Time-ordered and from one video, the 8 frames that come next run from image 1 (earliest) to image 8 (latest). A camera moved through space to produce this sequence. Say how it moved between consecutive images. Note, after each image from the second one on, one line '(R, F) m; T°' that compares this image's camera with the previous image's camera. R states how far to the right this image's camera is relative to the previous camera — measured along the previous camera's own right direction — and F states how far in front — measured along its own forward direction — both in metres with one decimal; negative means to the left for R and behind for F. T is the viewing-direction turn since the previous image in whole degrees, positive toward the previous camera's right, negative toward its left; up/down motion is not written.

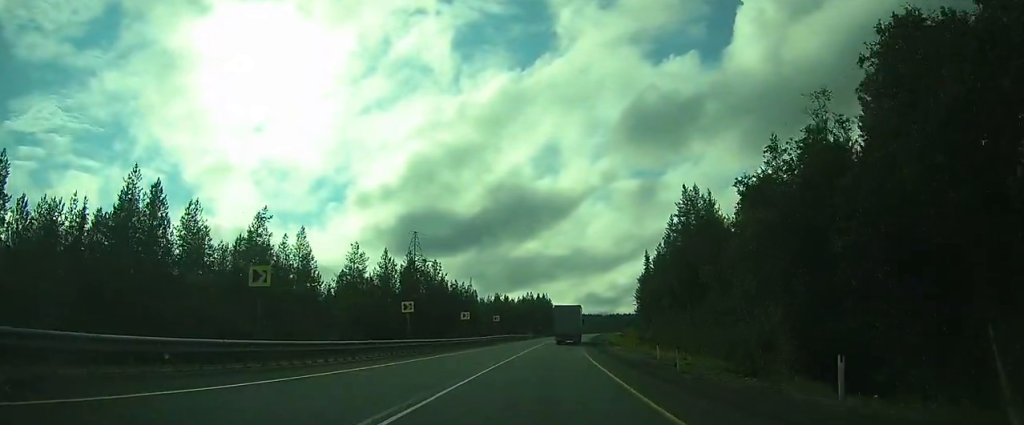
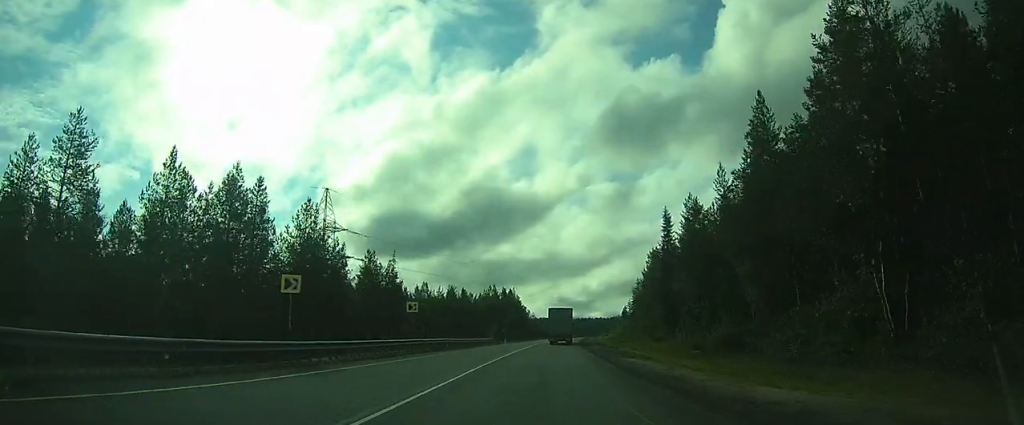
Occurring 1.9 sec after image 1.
(+1.7, +34.0) m; +4°
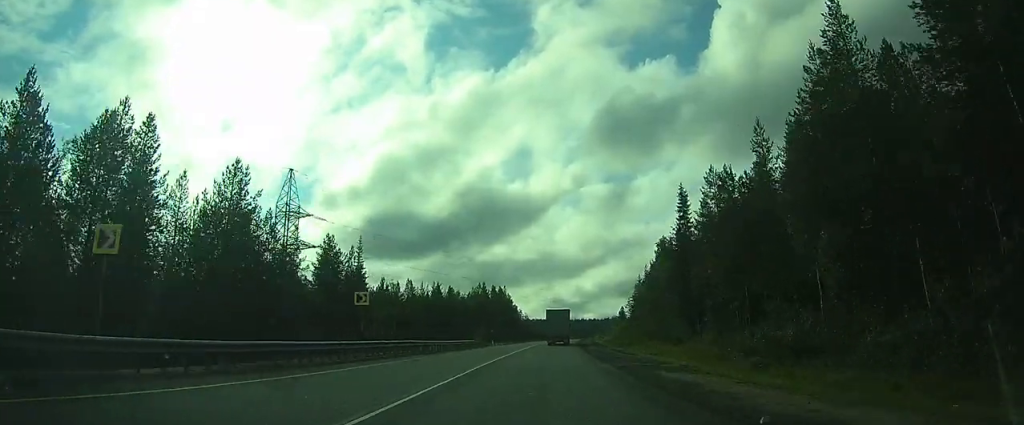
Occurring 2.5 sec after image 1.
(0.0, +10.7) m; 0°
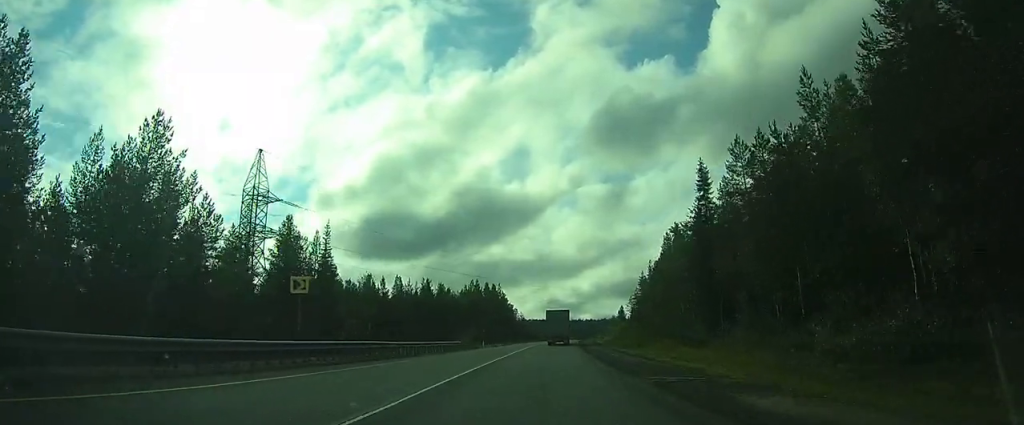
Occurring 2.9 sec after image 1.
(0.0, +8.4) m; 0°
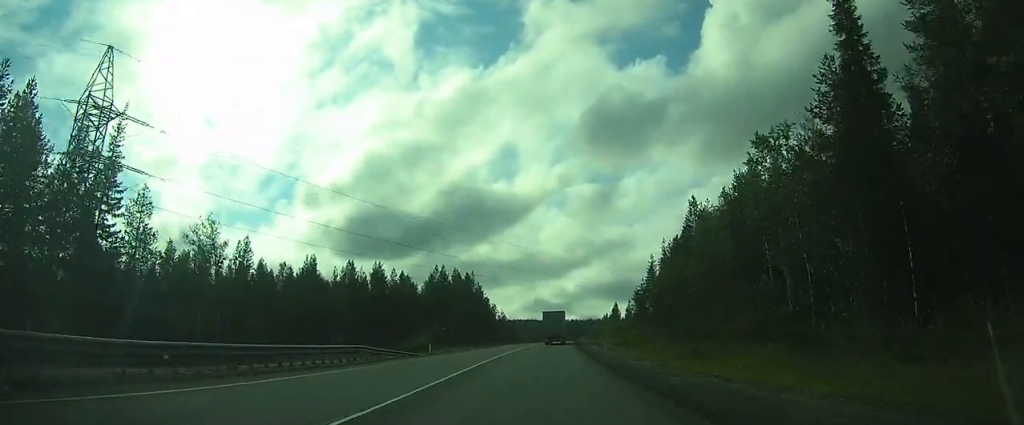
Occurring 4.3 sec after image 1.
(+0.3, +31.3) m; +1°
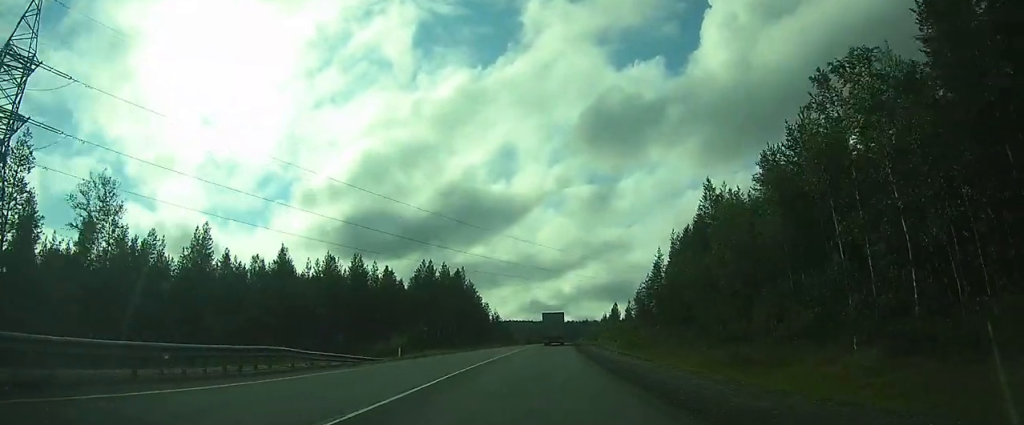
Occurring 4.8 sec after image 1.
(0.0, +12.2) m; 0°
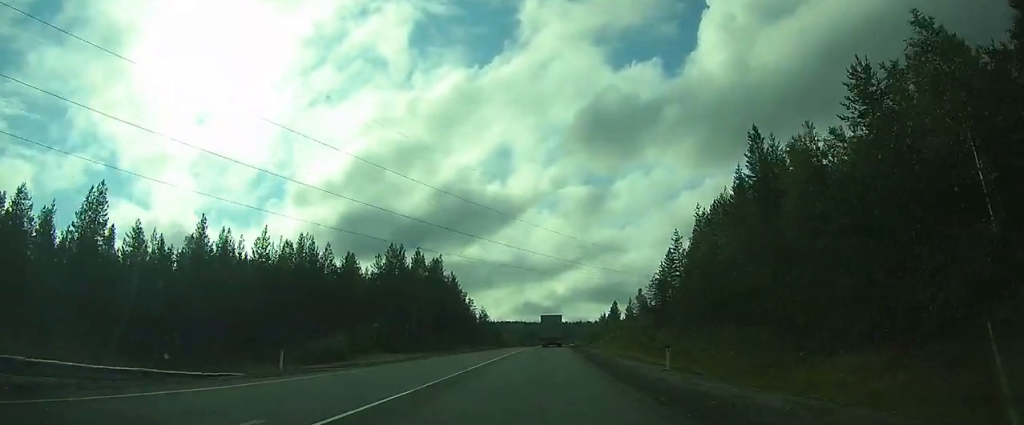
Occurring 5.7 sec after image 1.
(+0.2, +23.0) m; +1°
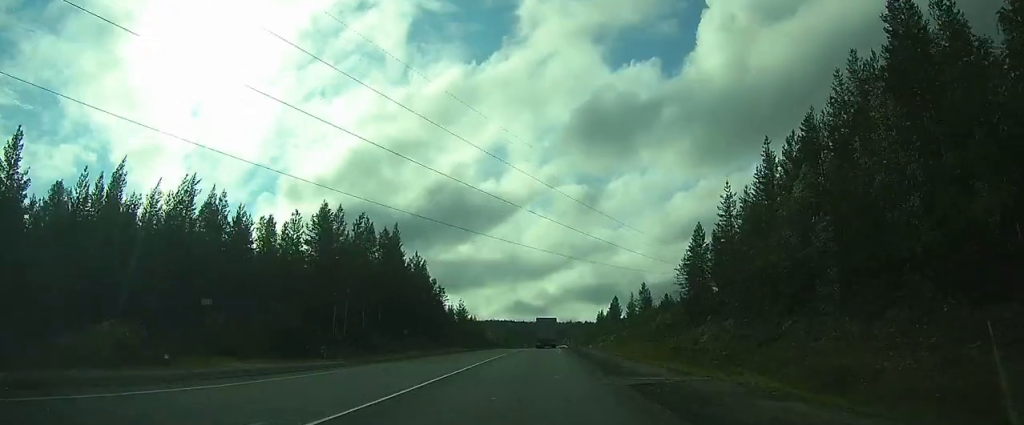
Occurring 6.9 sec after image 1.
(+0.7, +29.1) m; +2°
